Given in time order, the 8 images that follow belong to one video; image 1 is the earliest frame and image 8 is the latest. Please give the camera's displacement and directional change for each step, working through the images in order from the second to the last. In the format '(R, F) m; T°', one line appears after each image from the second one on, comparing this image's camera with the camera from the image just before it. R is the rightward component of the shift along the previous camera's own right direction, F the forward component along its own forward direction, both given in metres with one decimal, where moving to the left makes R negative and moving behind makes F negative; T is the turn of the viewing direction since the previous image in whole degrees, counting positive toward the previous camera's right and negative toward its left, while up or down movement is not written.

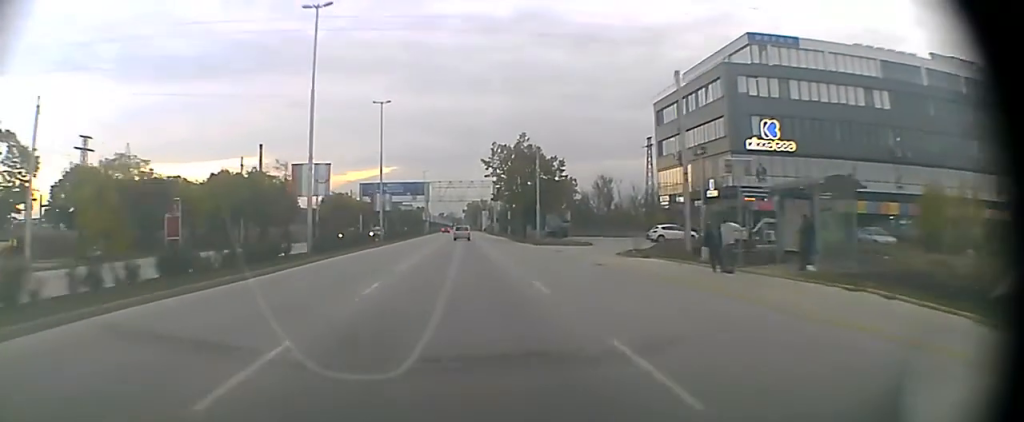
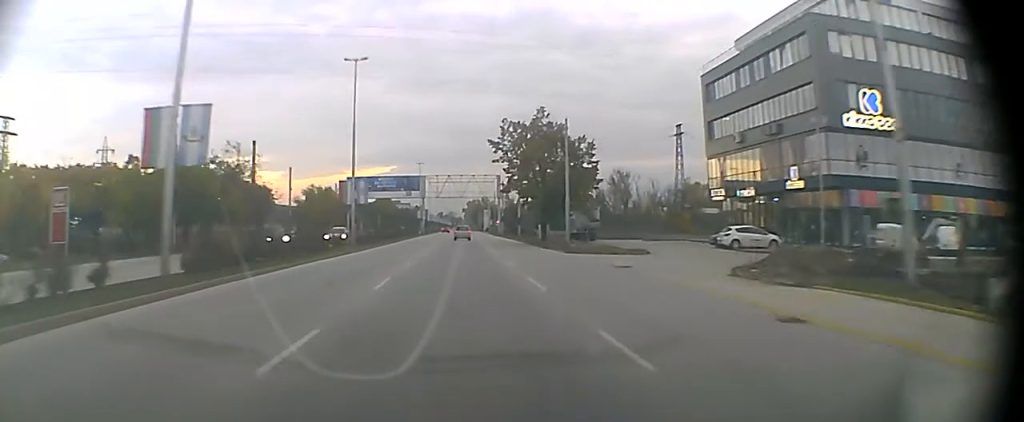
(0.0, +16.1) m; 0°
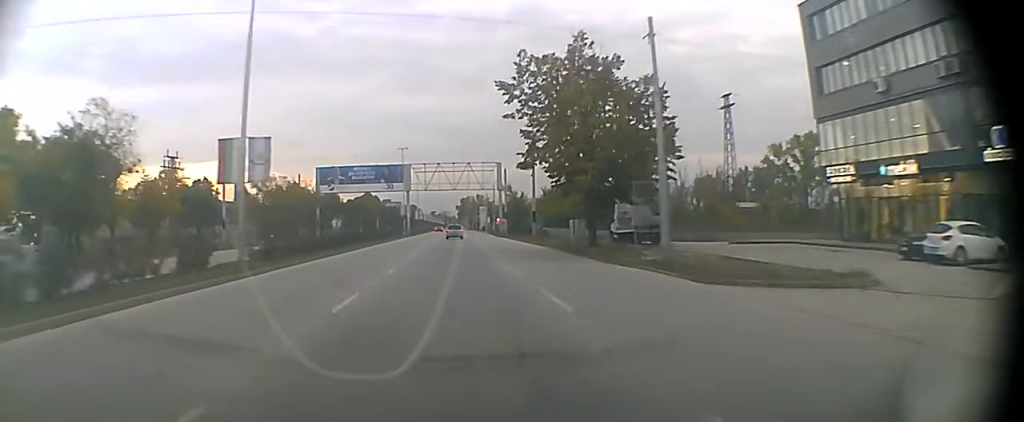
(0.0, +25.1) m; 0°
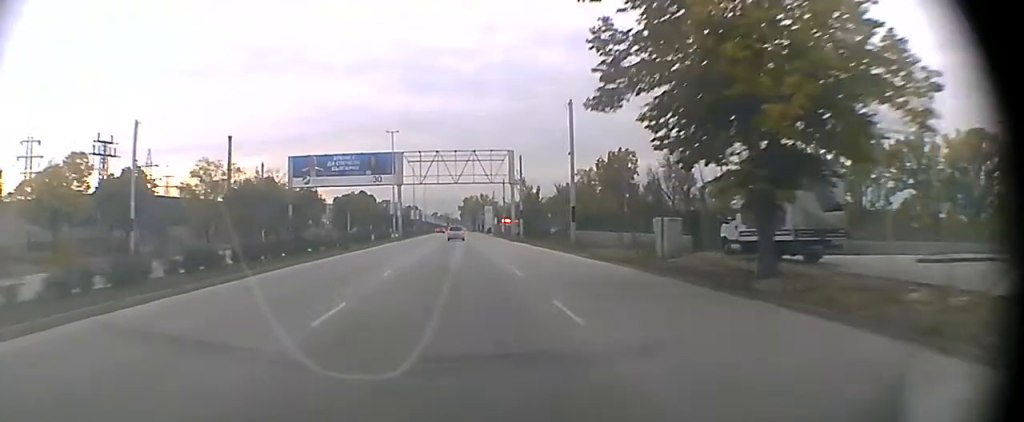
(0.0, +17.8) m; 0°
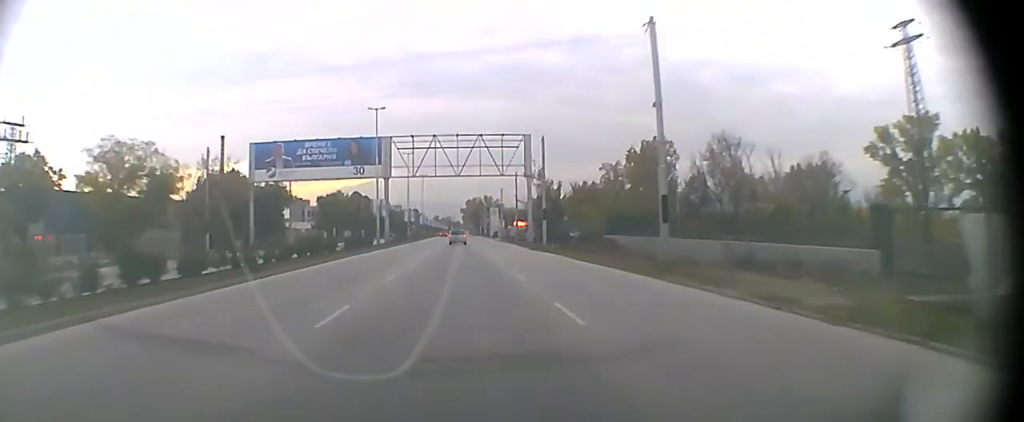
(0.0, +16.9) m; 0°
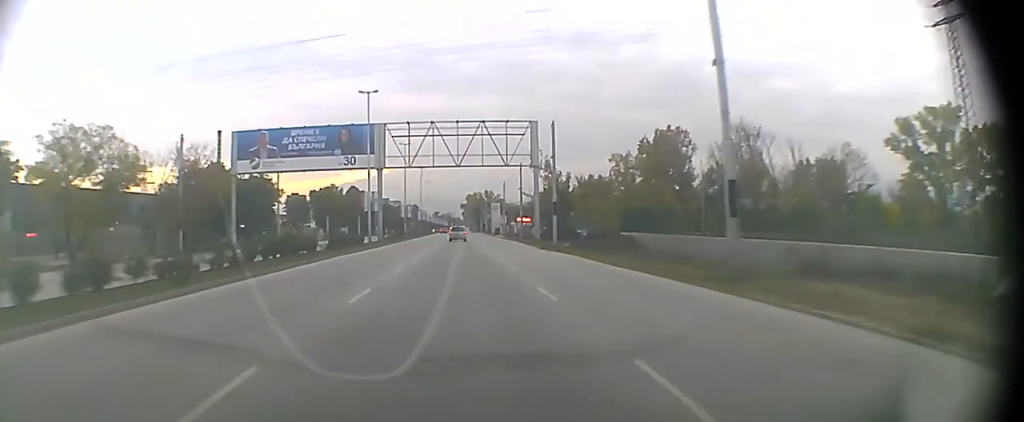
(0.0, +6.0) m; 0°
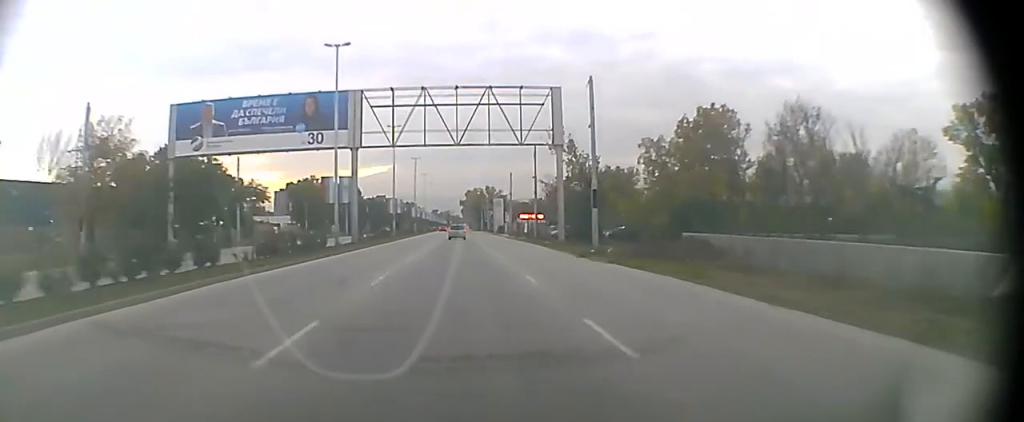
(0.0, +16.9) m; 0°
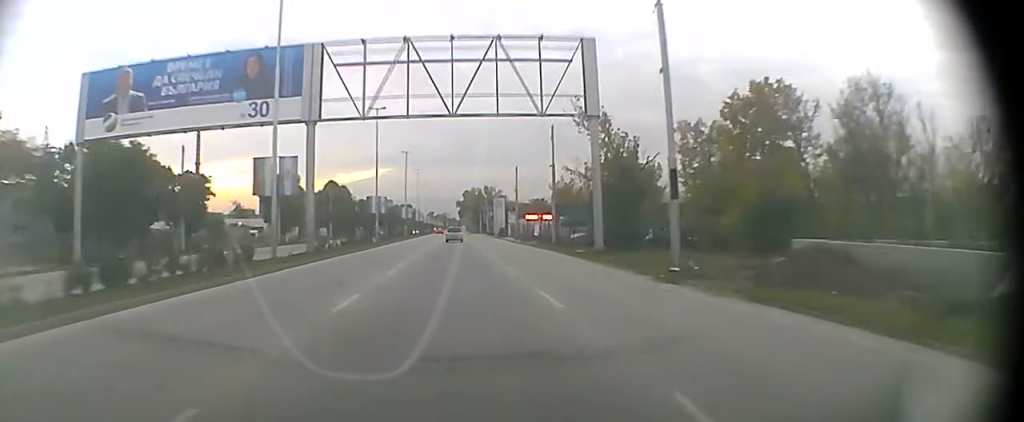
(0.0, +12.9) m; 0°
